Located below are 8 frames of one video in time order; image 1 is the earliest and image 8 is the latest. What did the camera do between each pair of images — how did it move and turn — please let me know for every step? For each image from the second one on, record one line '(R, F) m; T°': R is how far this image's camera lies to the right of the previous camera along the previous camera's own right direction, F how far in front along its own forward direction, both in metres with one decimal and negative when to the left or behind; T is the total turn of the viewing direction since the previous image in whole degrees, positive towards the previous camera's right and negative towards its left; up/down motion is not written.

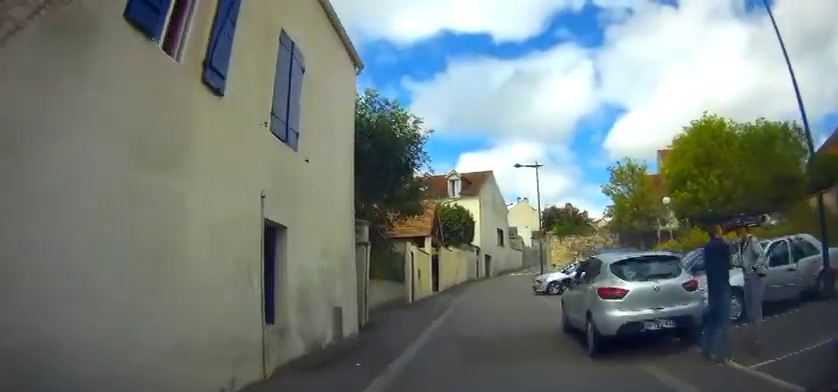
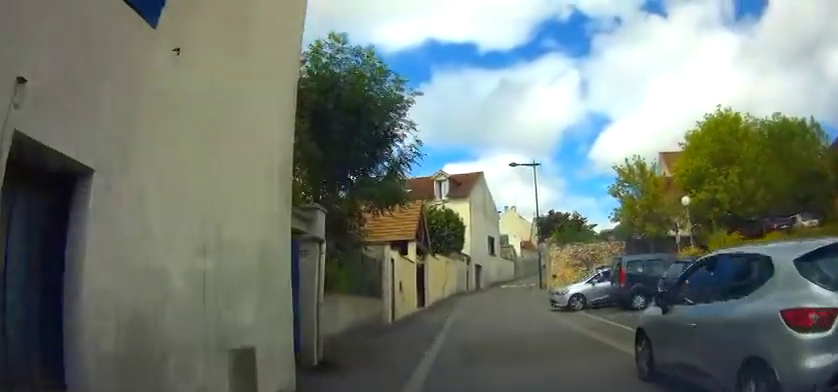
(-0.3, +4.0) m; -4°
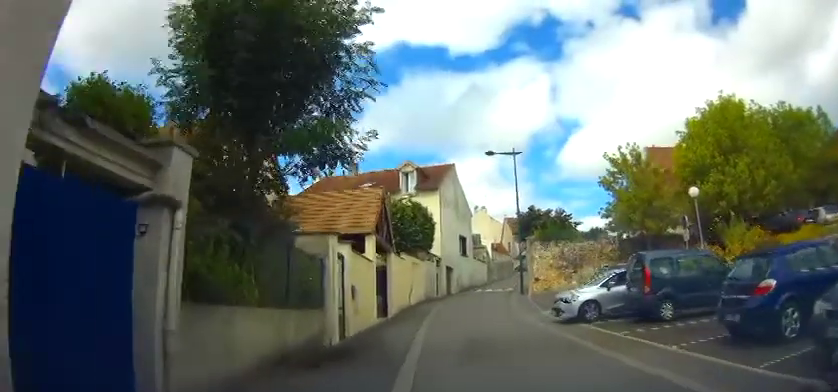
(0.0, +4.0) m; +1°
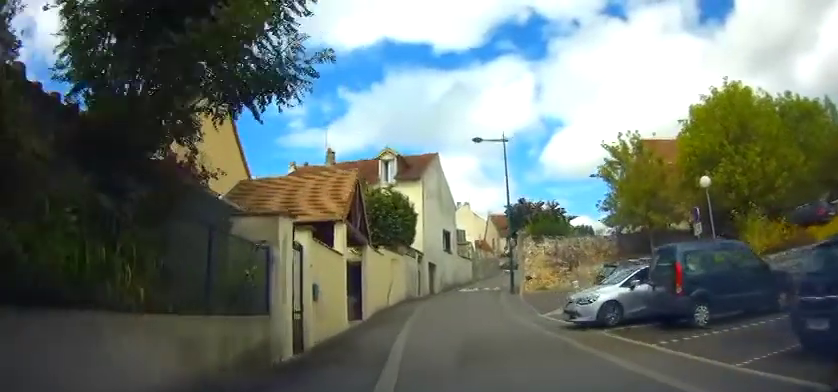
(-0.1, +2.5) m; +4°
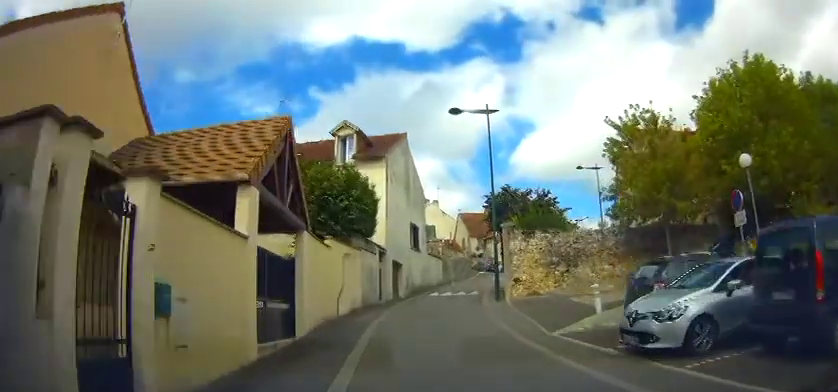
(+0.5, +4.9) m; +10°
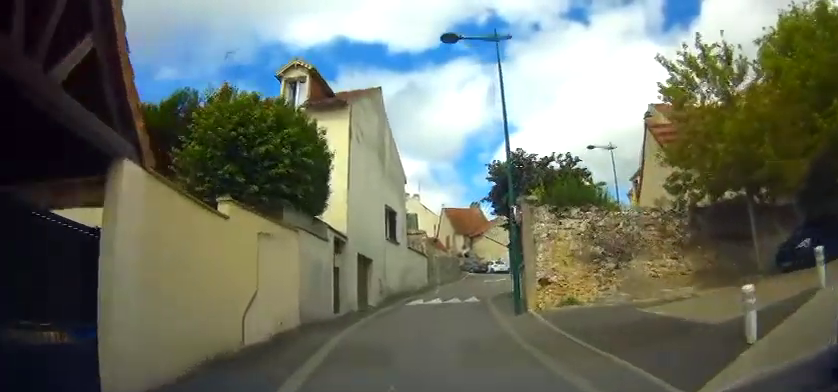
(+0.4, +6.8) m; +5°
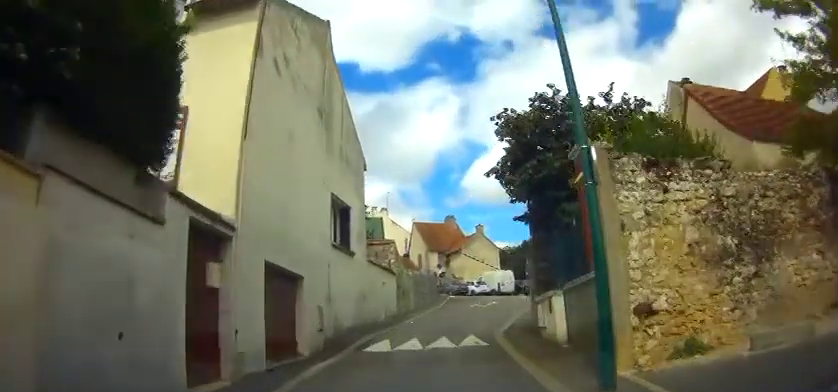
(+0.3, +7.5) m; +4°
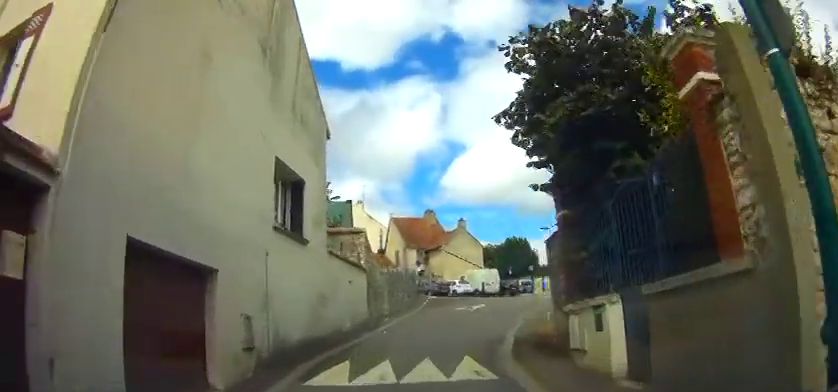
(+0.1, +4.1) m; +1°
